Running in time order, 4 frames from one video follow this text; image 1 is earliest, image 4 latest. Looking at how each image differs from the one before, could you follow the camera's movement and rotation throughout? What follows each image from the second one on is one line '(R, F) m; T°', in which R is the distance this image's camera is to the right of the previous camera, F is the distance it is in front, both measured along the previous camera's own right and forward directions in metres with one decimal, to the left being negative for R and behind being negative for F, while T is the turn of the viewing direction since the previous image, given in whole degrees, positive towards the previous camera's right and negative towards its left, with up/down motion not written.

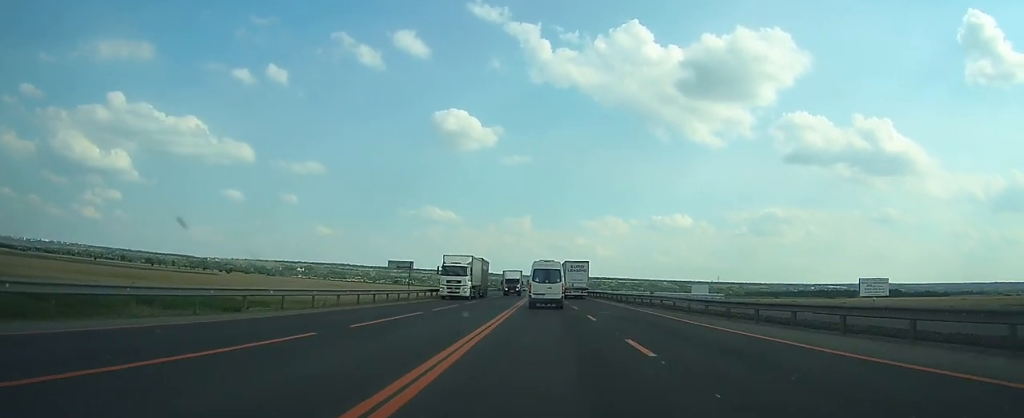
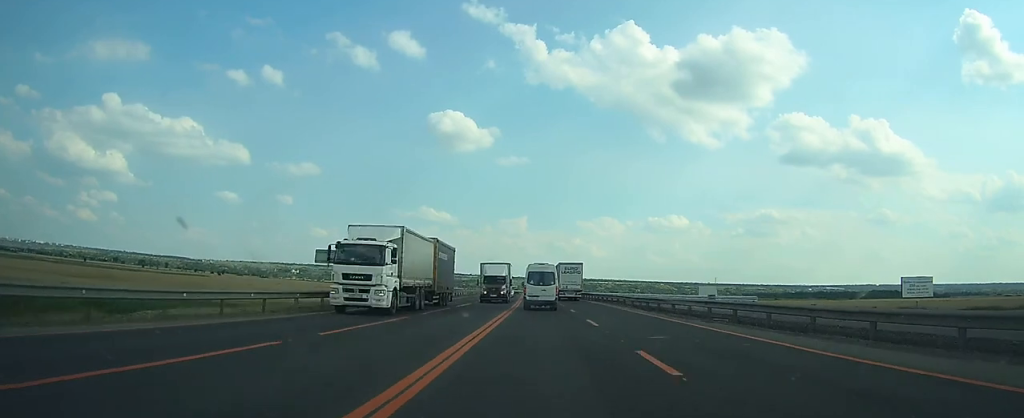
(0.0, +13.9) m; 0°
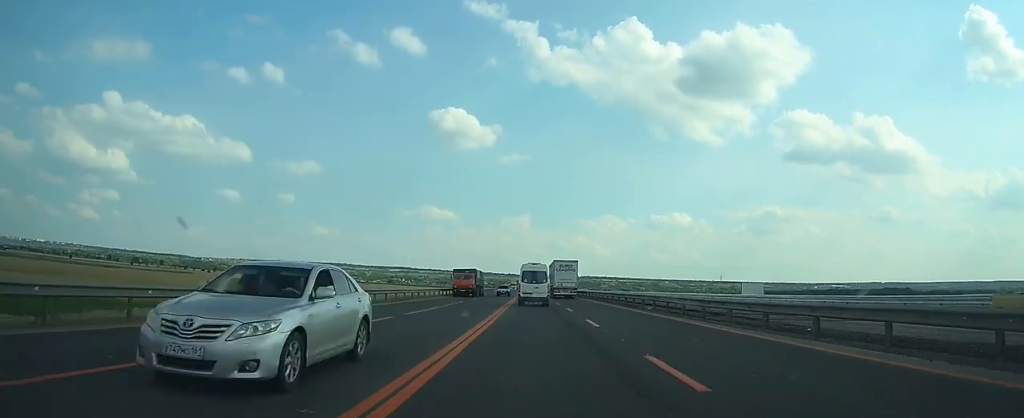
(+0.4, +37.5) m; +1°
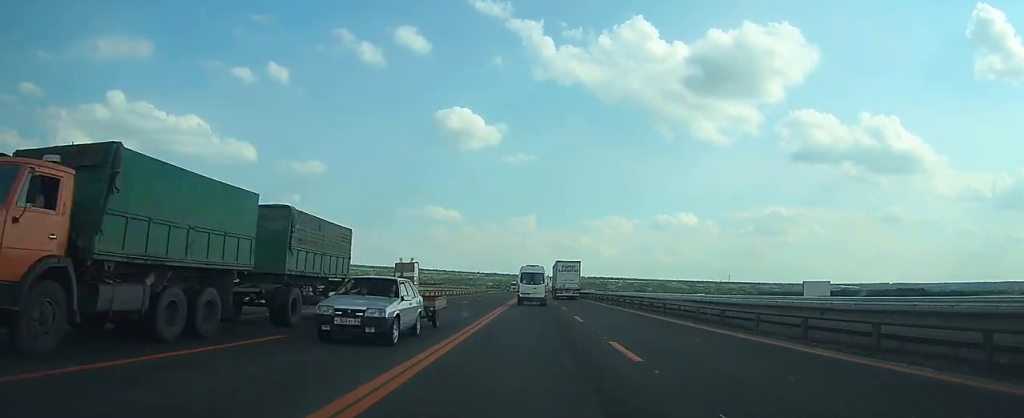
(+0.1, +33.1) m; 0°
